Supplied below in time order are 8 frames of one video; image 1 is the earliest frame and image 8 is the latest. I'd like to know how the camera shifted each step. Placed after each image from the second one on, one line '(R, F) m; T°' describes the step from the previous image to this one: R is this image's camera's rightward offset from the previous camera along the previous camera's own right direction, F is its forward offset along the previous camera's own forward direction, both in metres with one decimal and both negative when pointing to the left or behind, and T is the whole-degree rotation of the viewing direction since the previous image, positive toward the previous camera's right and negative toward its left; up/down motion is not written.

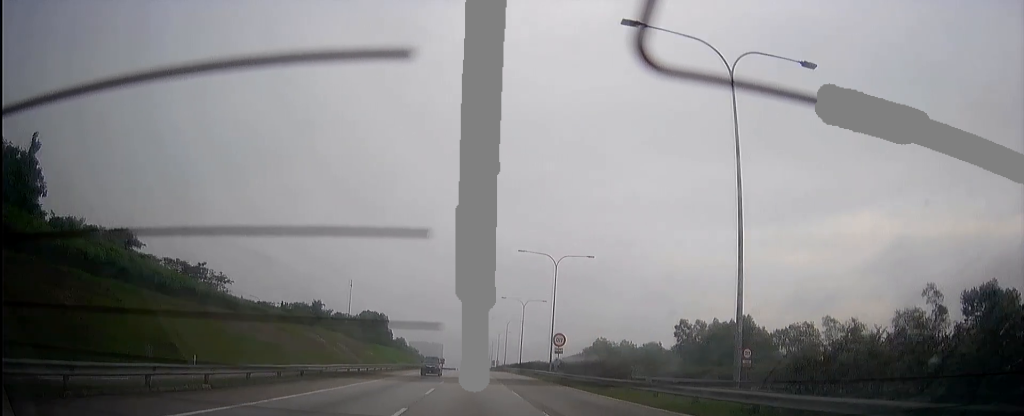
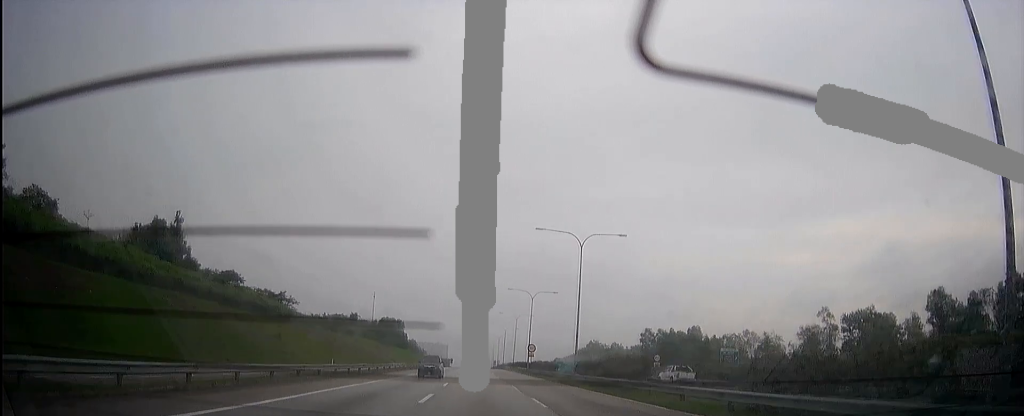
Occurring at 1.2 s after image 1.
(0.0, +29.2) m; 0°
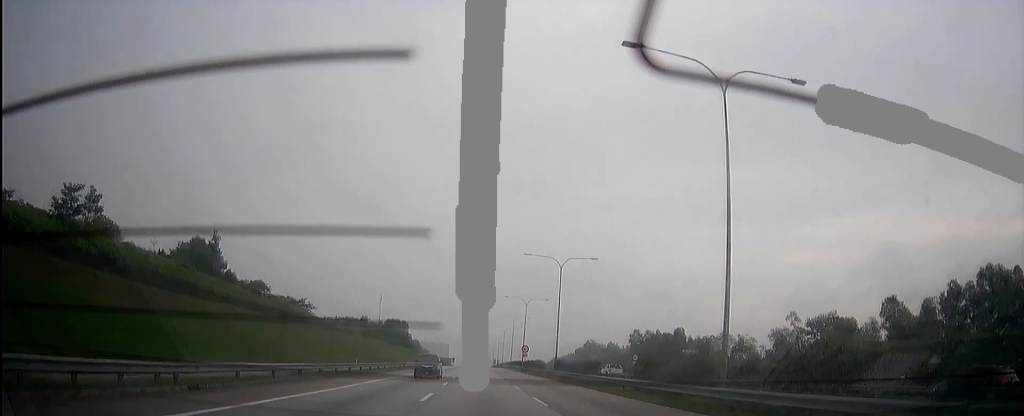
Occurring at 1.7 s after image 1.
(0.0, +13.1) m; 0°
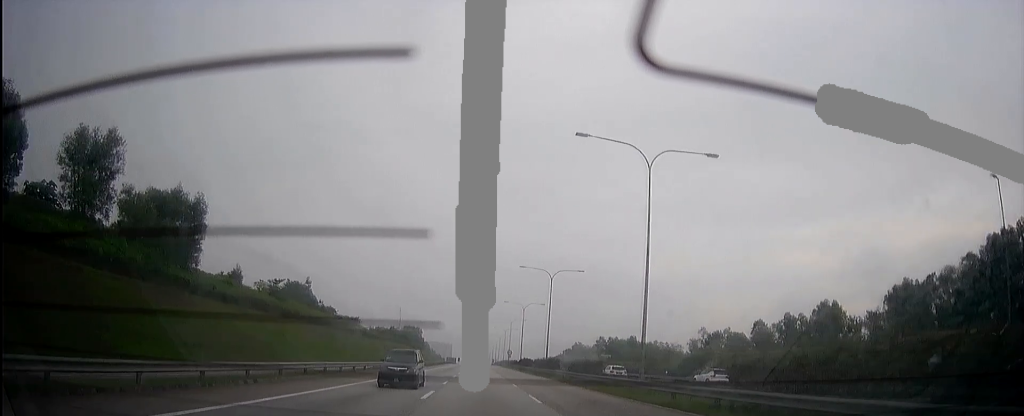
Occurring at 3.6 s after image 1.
(+0.2, +49.3) m; 0°
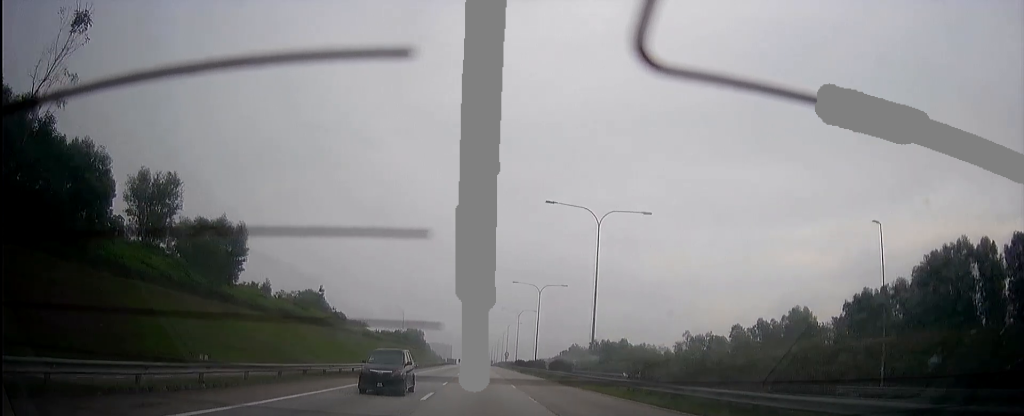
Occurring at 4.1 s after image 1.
(0.0, +12.1) m; 0°
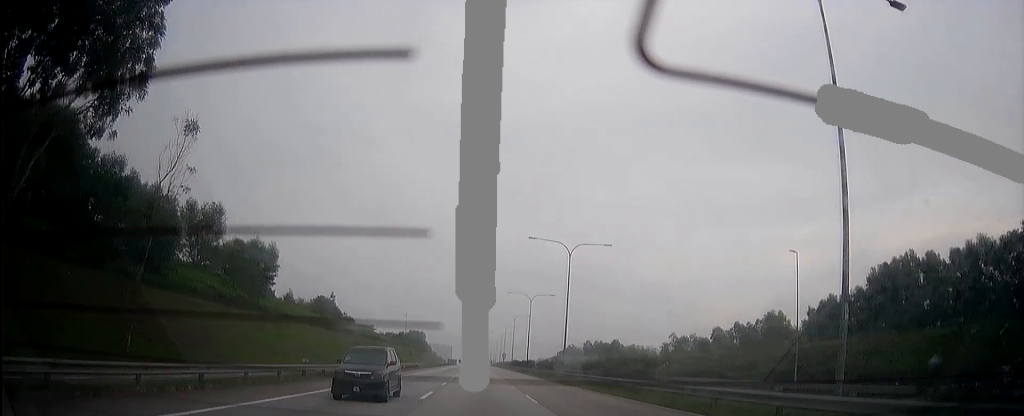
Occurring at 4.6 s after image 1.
(0.0, +12.1) m; 0°
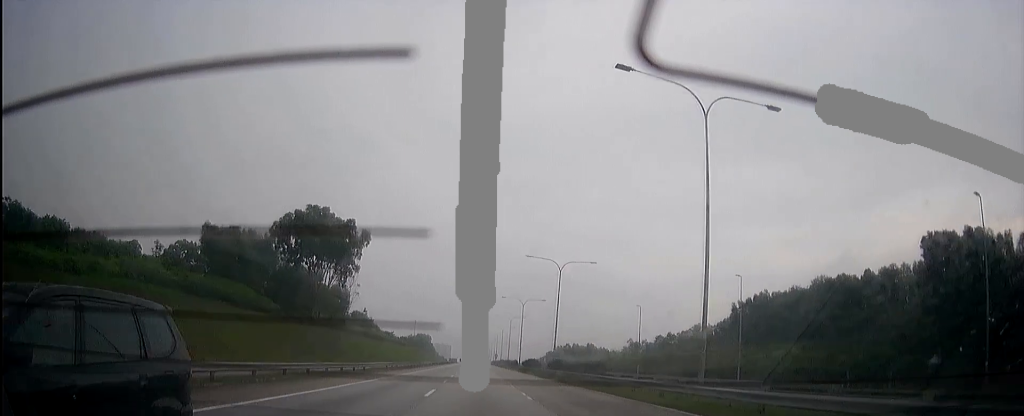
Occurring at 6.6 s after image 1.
(-0.1, +49.3) m; 0°
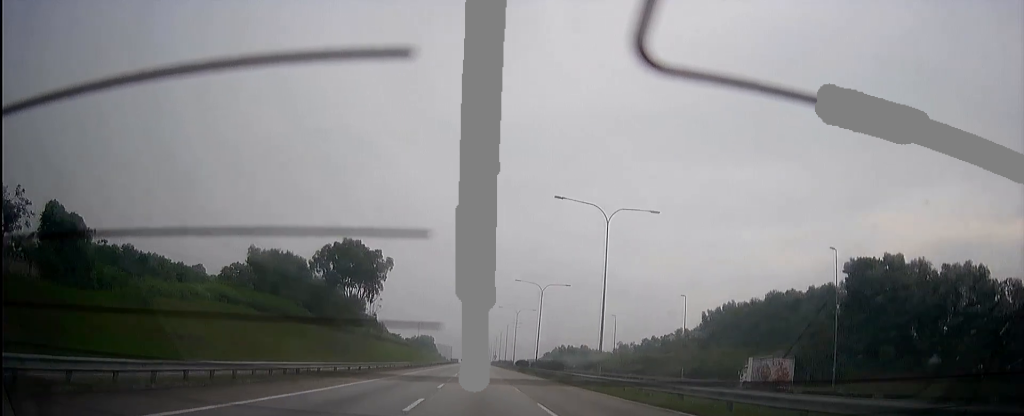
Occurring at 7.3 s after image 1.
(0.0, +18.1) m; 0°
